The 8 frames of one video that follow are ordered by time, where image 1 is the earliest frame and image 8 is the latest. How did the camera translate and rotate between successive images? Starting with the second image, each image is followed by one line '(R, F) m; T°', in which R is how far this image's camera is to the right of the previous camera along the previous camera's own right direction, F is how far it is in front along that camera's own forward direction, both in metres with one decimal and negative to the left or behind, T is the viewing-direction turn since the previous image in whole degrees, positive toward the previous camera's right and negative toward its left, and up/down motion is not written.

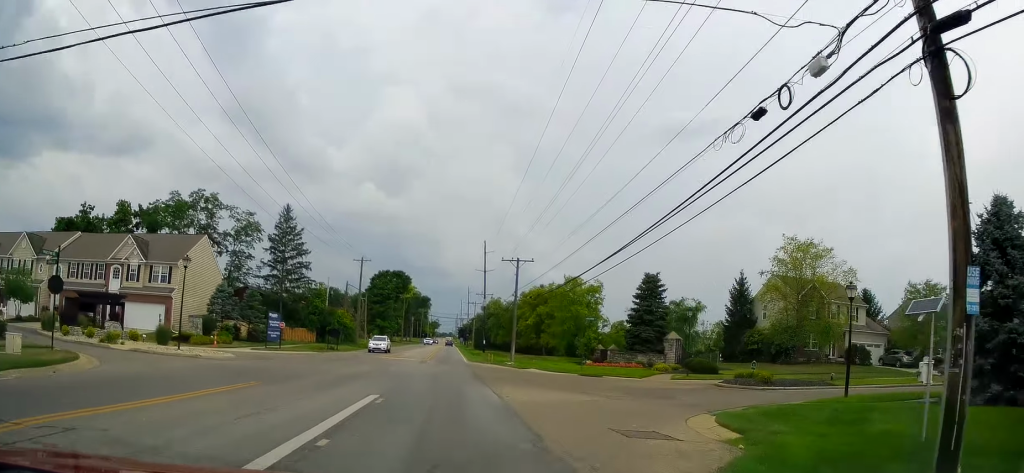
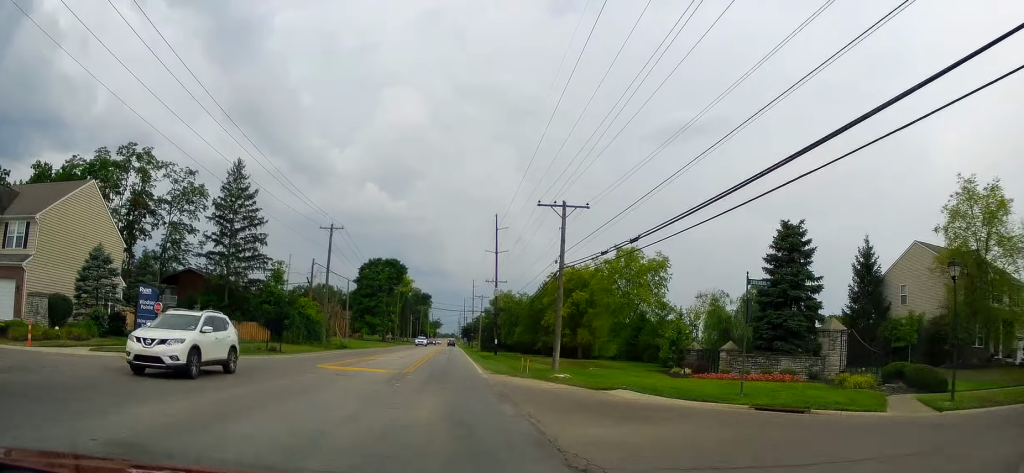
(0.0, +23.8) m; 0°
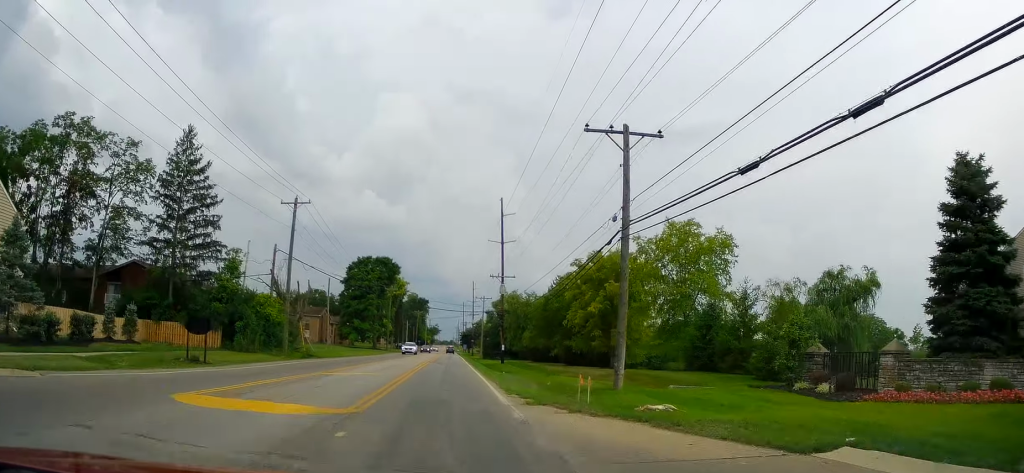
(0.0, +14.2) m; 0°
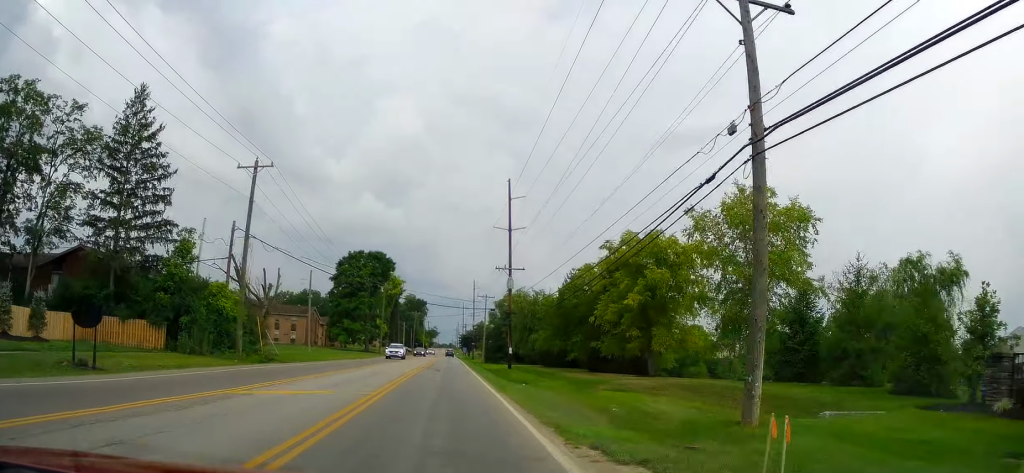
(+0.1, +10.6) m; -1°
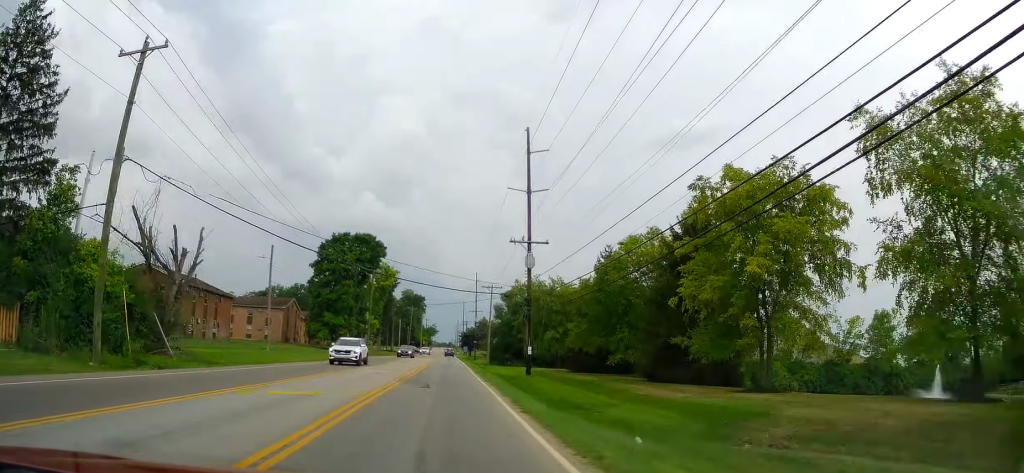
(-0.3, +16.3) m; 0°
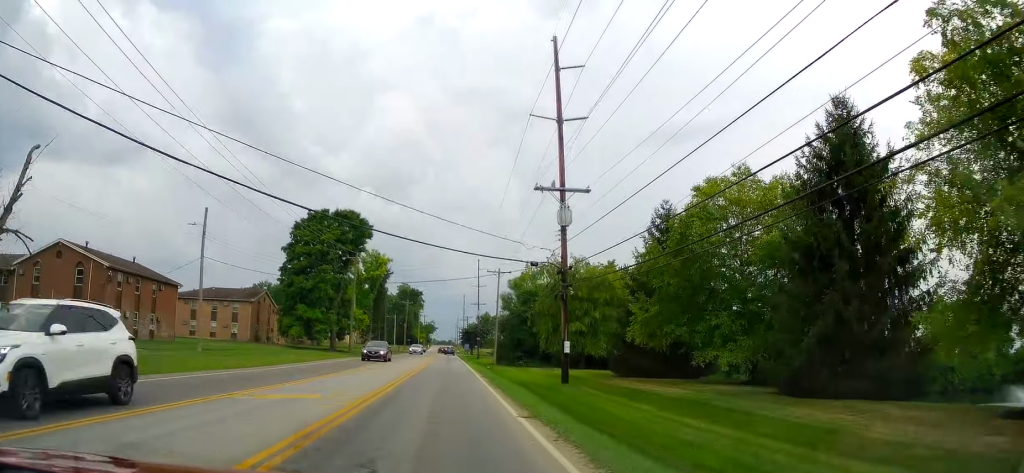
(+0.1, +16.1) m; +1°
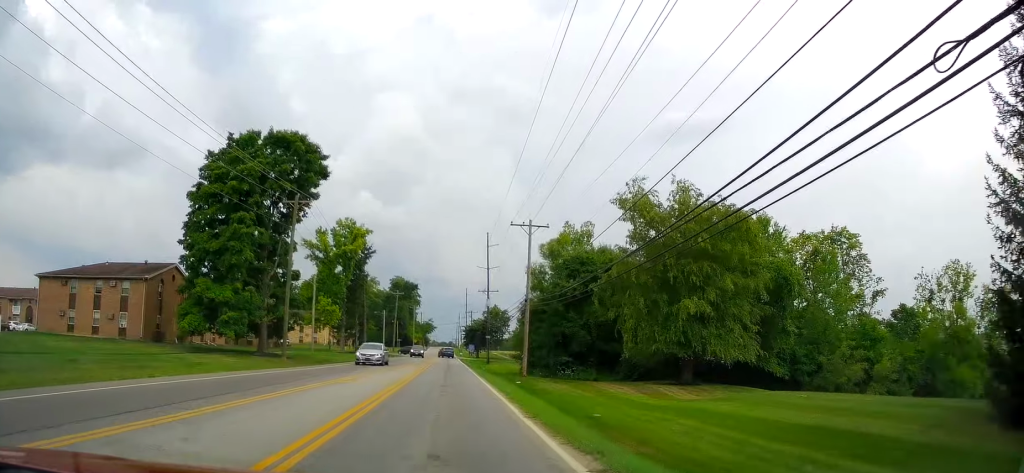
(-0.2, +31.7) m; 0°
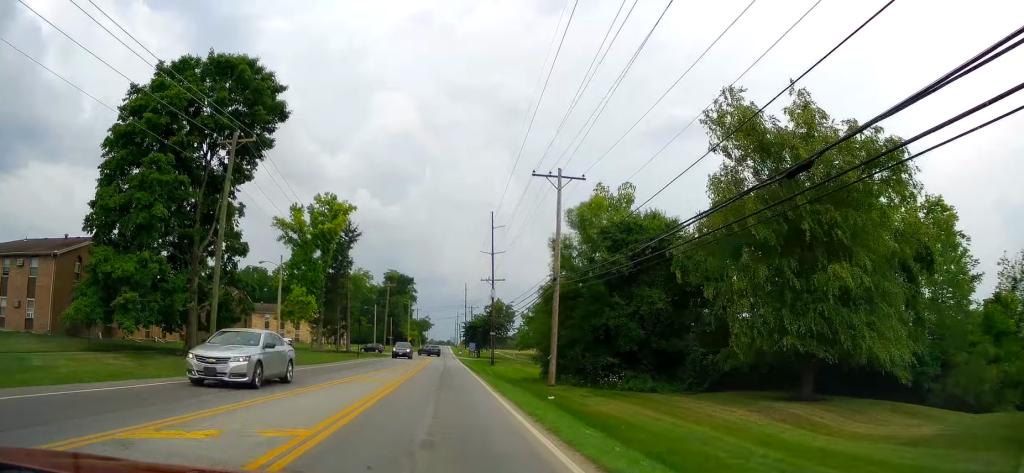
(+0.9, +14.4) m; 0°
